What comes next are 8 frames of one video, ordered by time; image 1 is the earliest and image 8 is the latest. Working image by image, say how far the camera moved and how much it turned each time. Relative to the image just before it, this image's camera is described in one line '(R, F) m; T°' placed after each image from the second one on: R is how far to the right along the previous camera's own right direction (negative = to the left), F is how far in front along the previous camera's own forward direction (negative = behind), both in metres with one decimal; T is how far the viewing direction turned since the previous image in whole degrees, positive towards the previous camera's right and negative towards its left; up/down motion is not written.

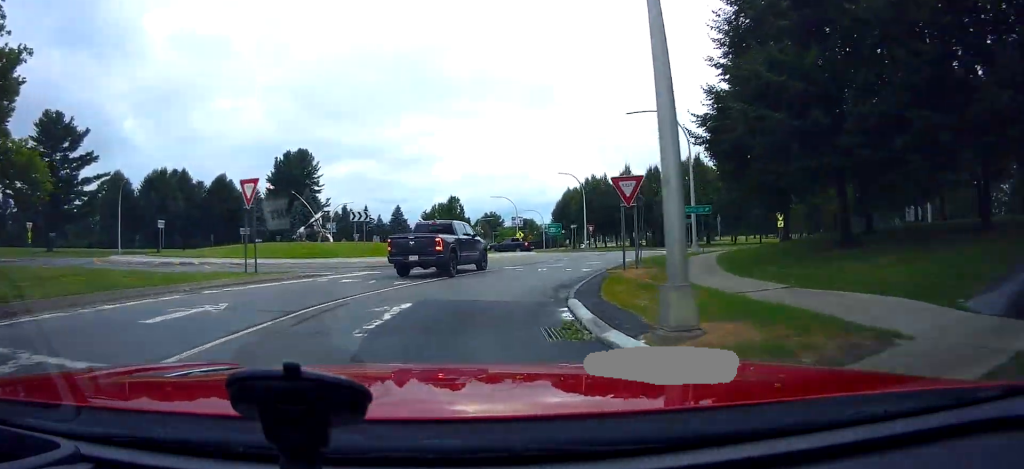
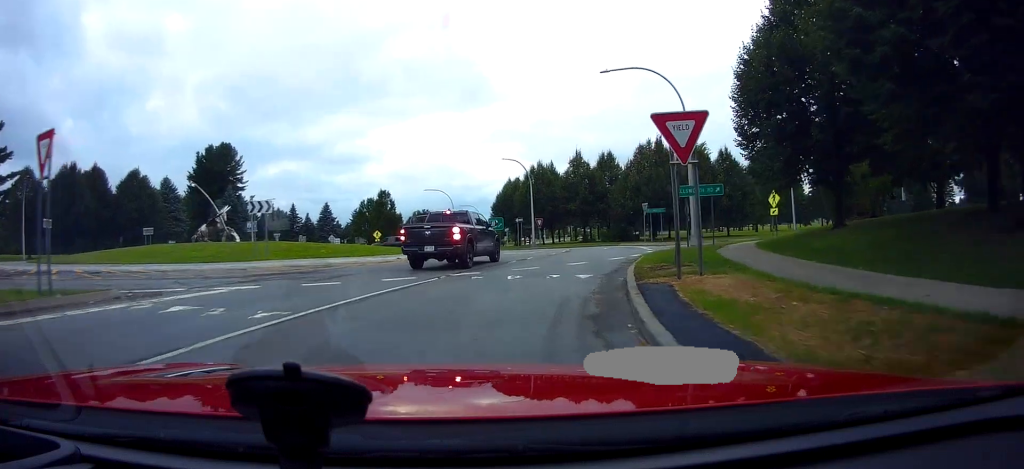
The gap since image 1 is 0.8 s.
(+0.3, +8.4) m; +7°
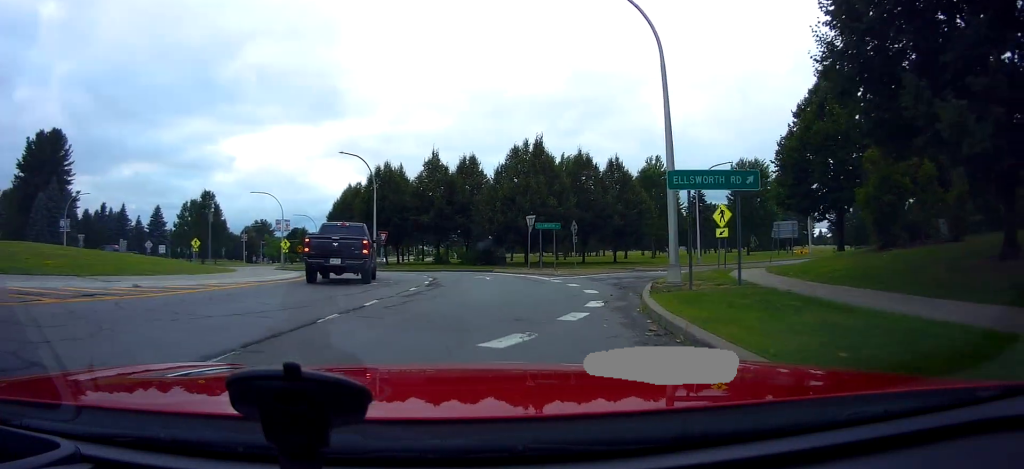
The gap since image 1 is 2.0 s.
(+1.5, +12.3) m; +13°
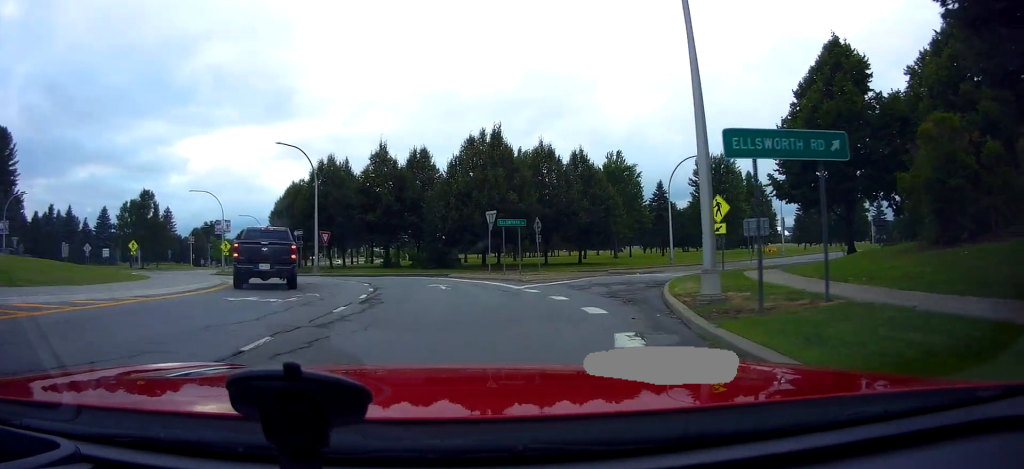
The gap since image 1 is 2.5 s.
(-0.1, +4.6) m; +6°
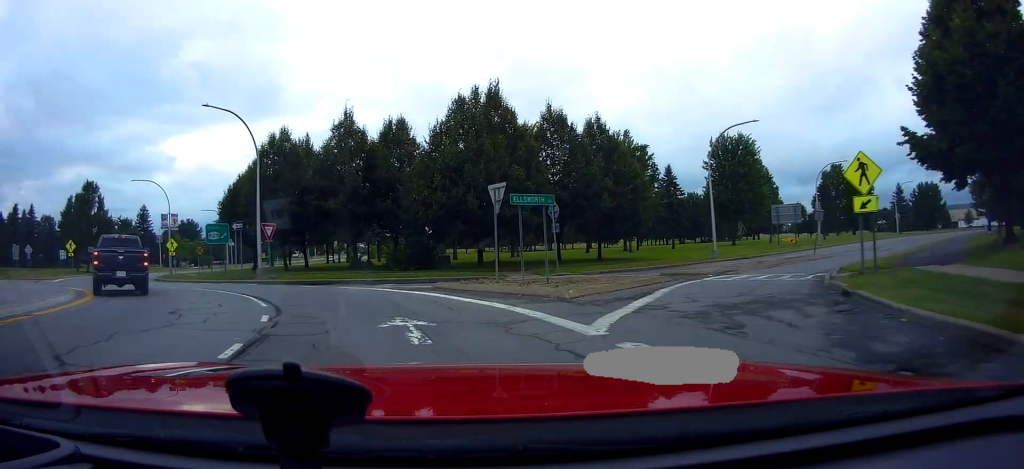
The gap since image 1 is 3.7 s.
(+1.1, +9.9) m; +1°
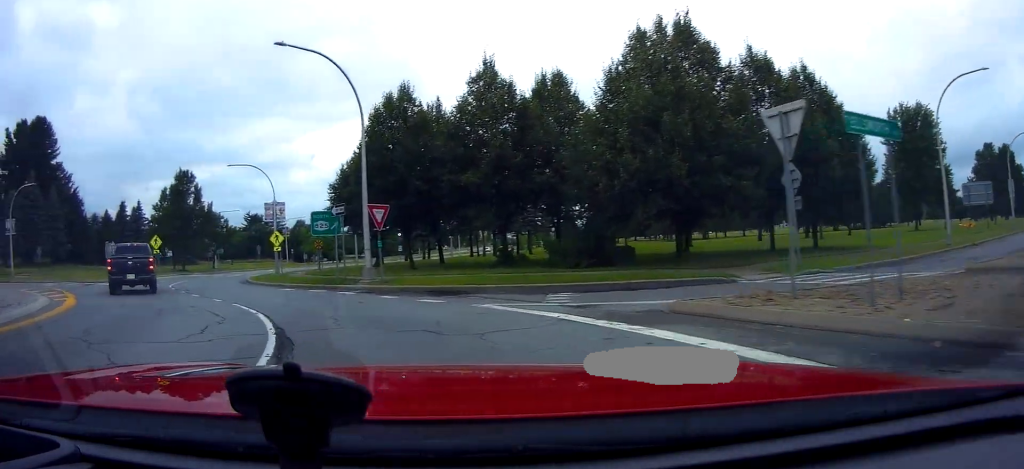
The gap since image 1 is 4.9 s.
(-1.2, +9.2) m; -19°
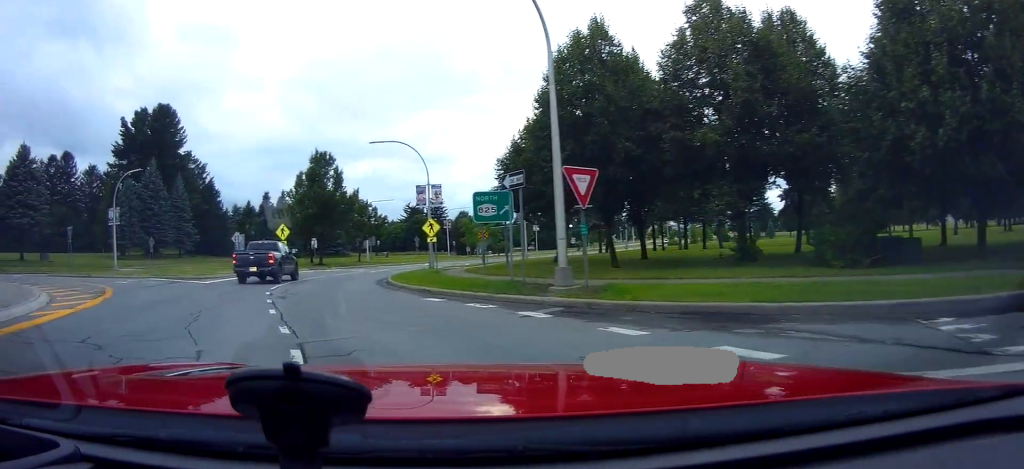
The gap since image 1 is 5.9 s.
(-1.4, +7.8) m; -17°
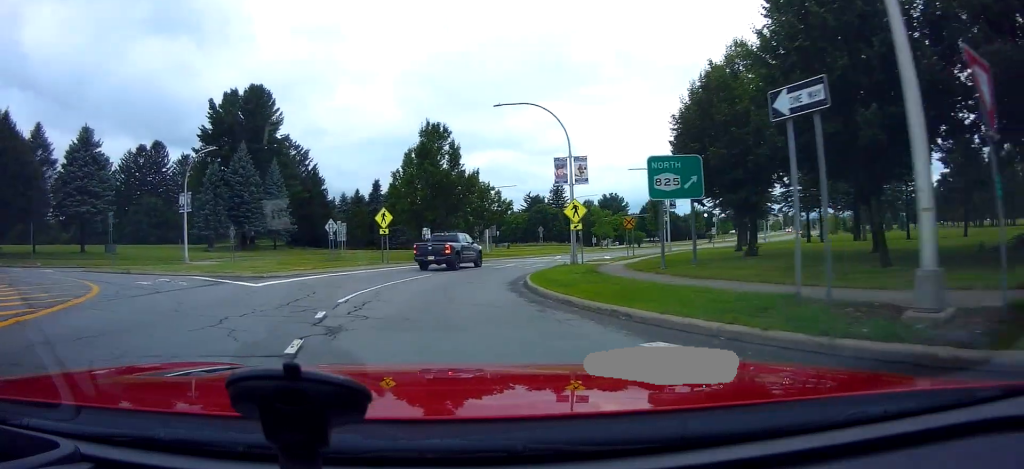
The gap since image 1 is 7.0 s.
(-1.0, +8.1) m; -11°
